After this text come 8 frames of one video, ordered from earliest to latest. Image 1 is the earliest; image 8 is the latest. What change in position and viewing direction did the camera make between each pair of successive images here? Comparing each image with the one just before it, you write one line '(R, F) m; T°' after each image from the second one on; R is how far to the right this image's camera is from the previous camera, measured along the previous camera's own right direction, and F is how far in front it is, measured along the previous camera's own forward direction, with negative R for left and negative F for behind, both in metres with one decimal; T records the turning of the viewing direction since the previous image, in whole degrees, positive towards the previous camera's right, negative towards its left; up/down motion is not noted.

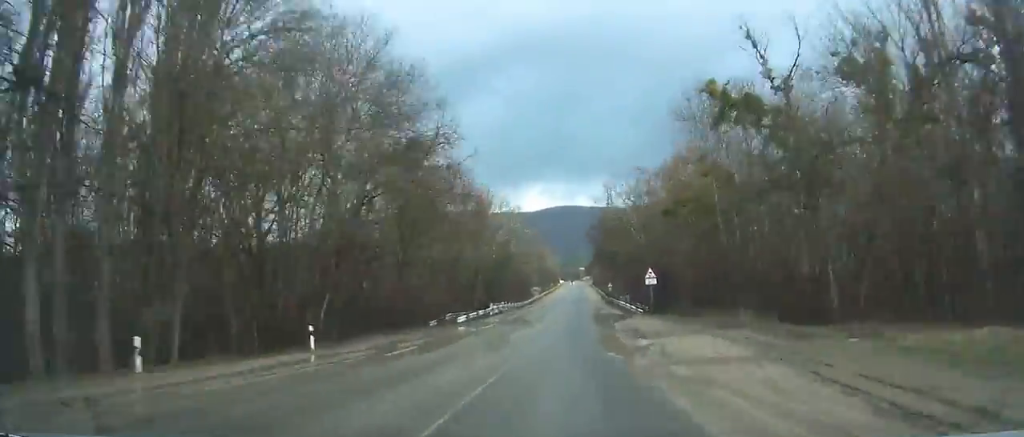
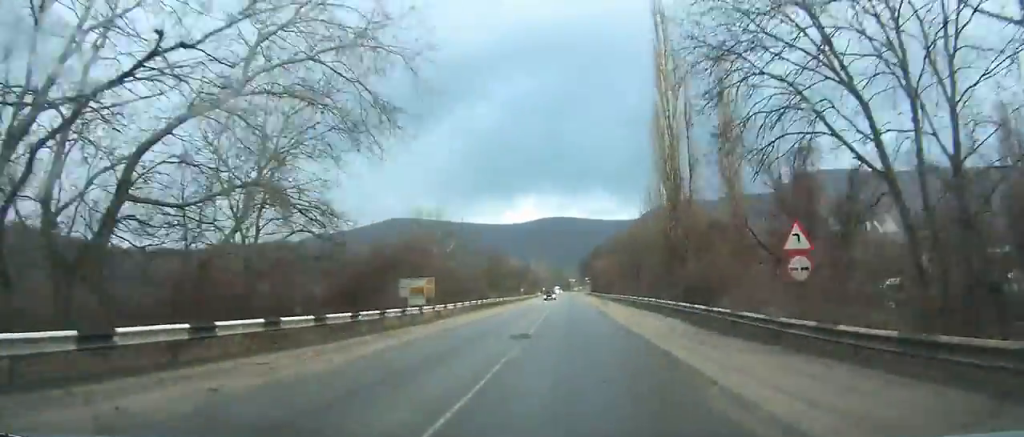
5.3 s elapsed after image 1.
(+3.0, +84.0) m; +5°
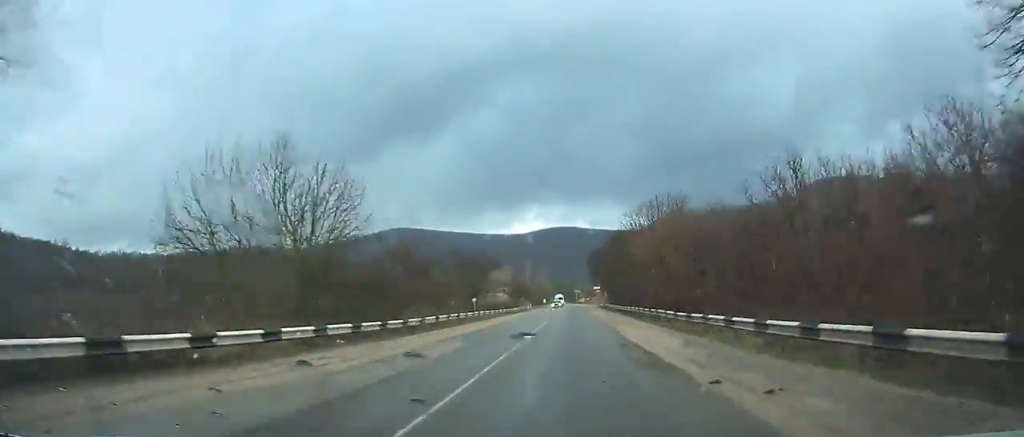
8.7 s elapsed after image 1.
(+1.1, +57.4) m; 0°
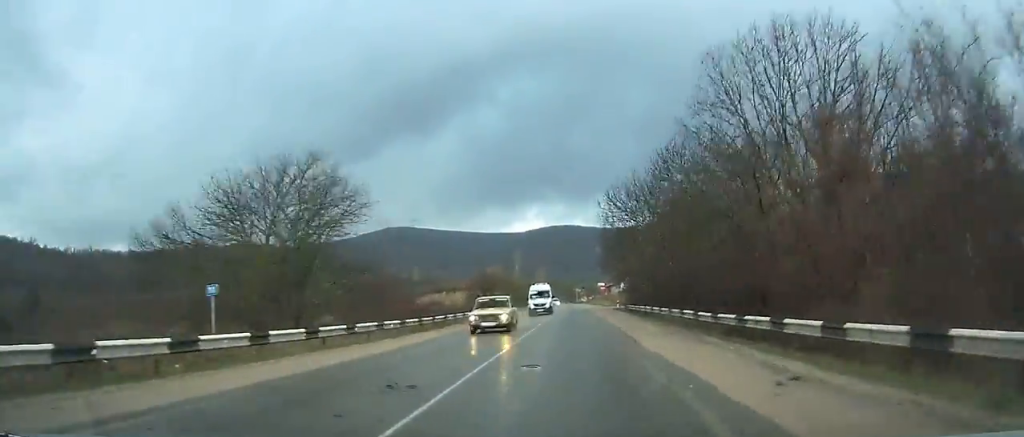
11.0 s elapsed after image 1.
(-0.5, +39.6) m; -1°
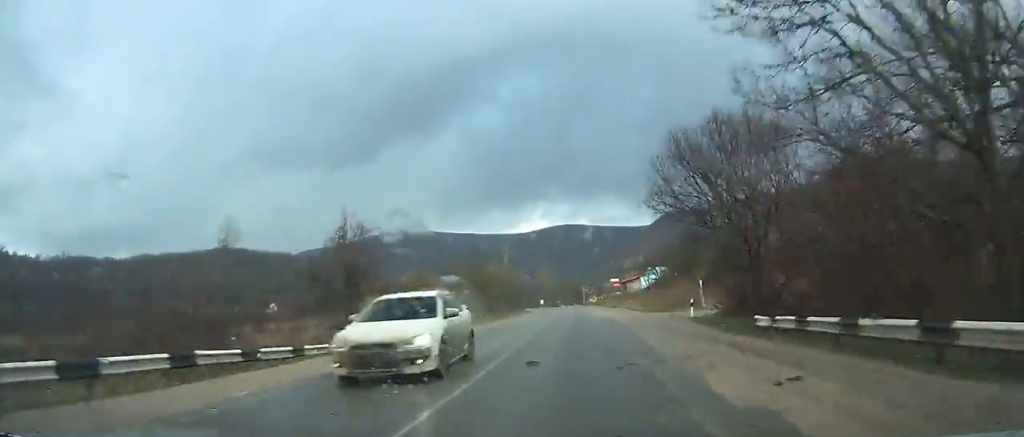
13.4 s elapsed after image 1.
(-0.5, +41.6) m; -1°
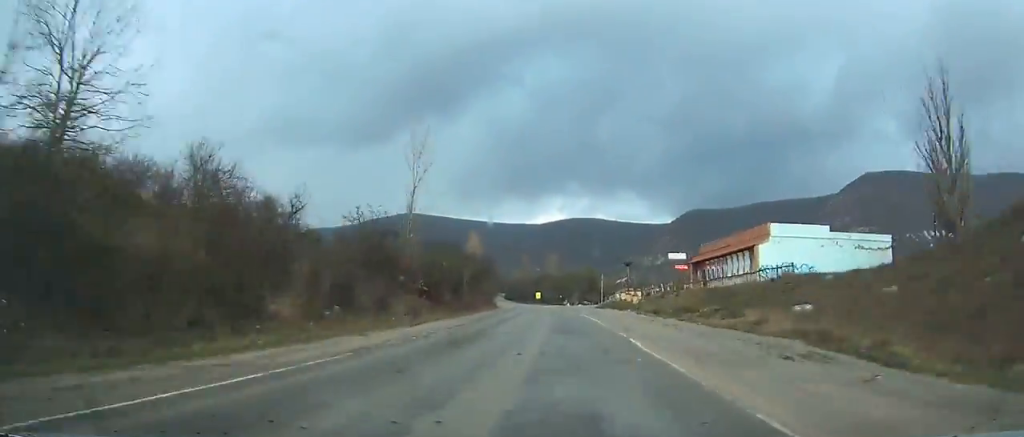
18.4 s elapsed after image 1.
(-2.3, +83.8) m; -4°
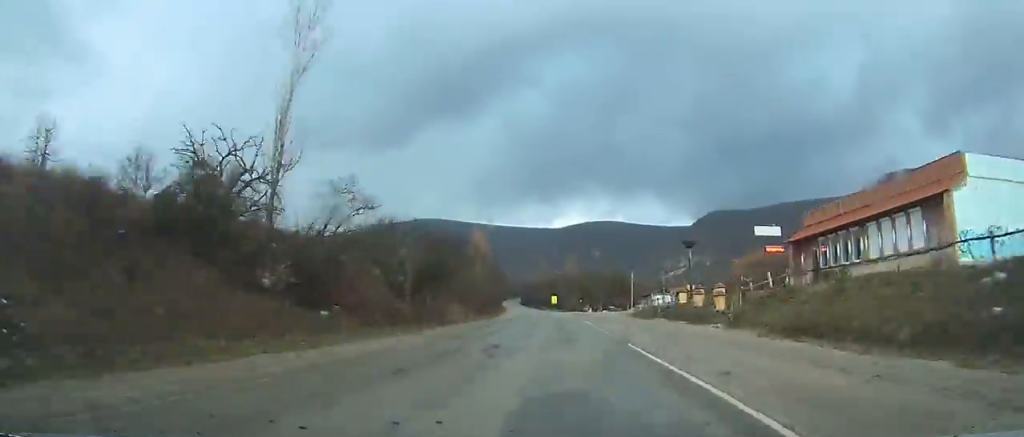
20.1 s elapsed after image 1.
(-0.3, +27.3) m; -2°
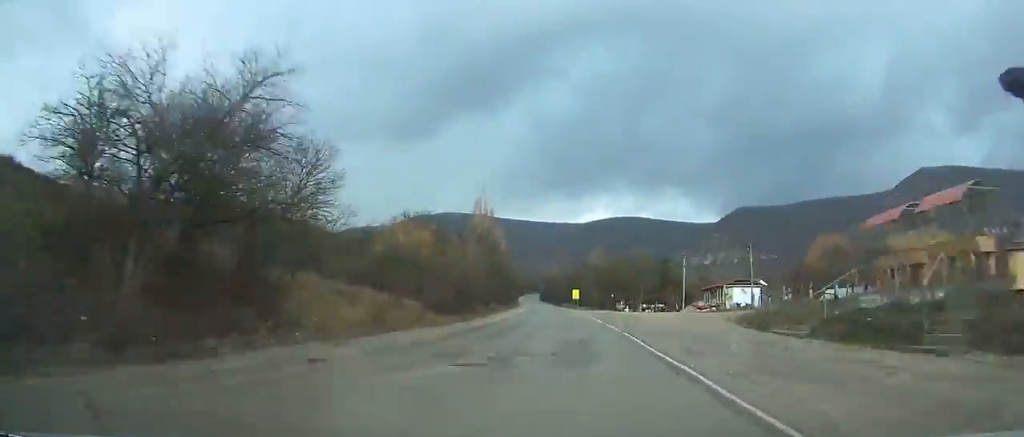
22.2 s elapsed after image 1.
(-0.7, +32.6) m; -2°
